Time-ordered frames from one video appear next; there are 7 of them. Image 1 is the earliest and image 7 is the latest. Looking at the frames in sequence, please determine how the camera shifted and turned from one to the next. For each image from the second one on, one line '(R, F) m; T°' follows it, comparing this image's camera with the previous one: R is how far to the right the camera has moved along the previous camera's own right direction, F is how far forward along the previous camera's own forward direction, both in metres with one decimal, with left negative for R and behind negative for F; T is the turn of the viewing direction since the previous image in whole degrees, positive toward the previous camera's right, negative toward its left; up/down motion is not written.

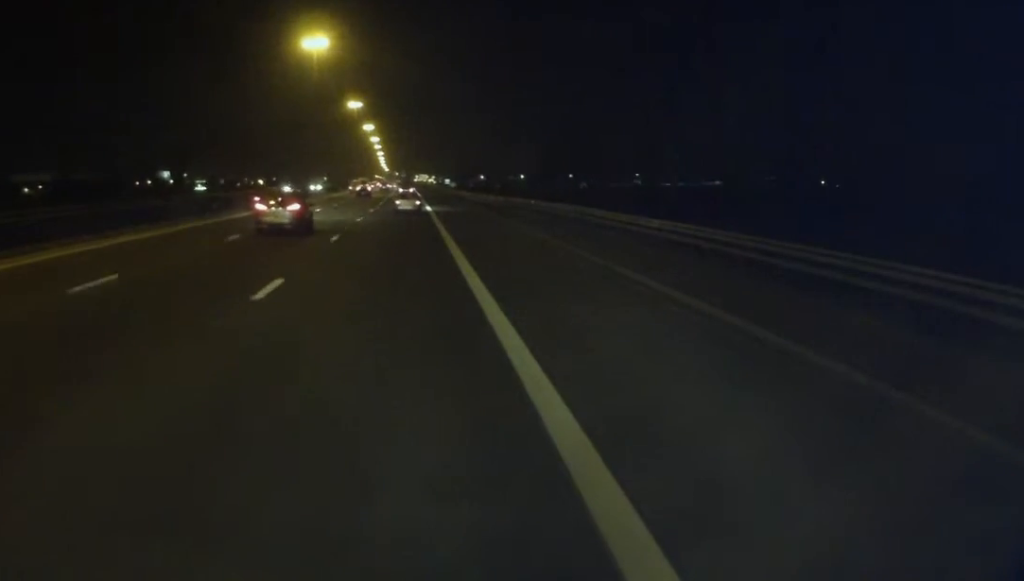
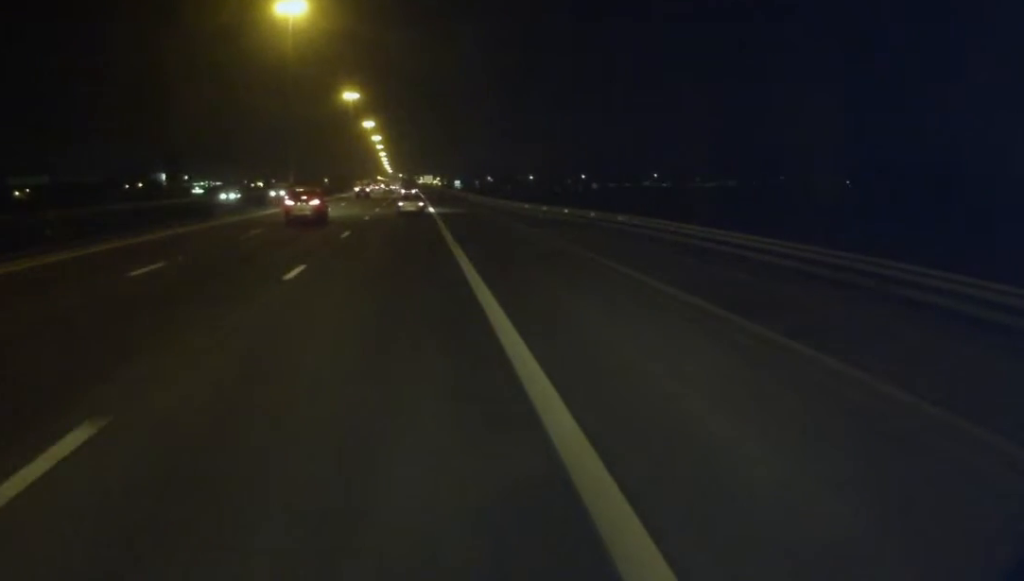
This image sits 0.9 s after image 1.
(+0.1, +22.0) m; 0°
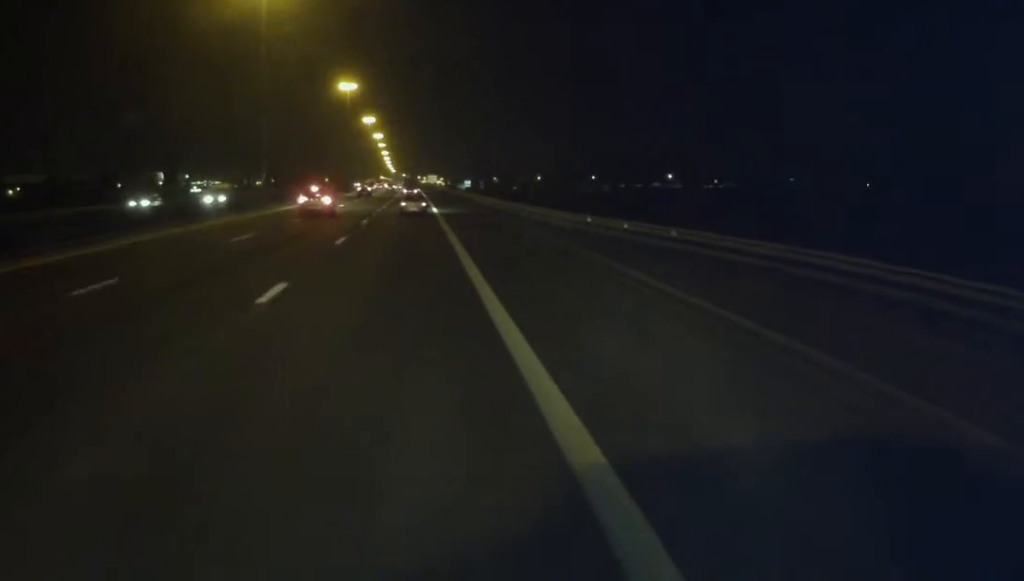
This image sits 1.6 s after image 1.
(0.0, +15.7) m; 0°
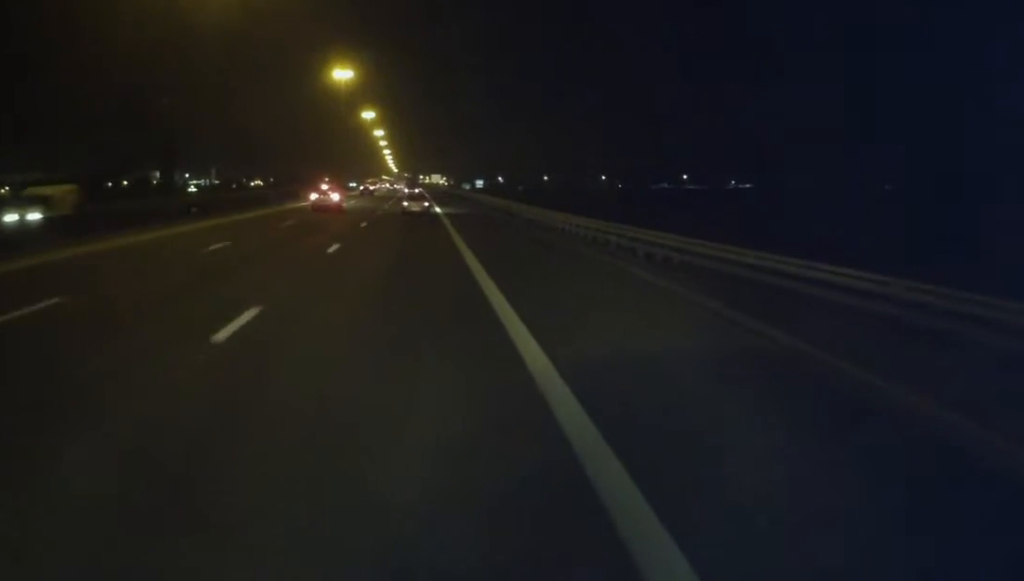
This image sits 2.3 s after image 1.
(+0.1, +15.7) m; -1°
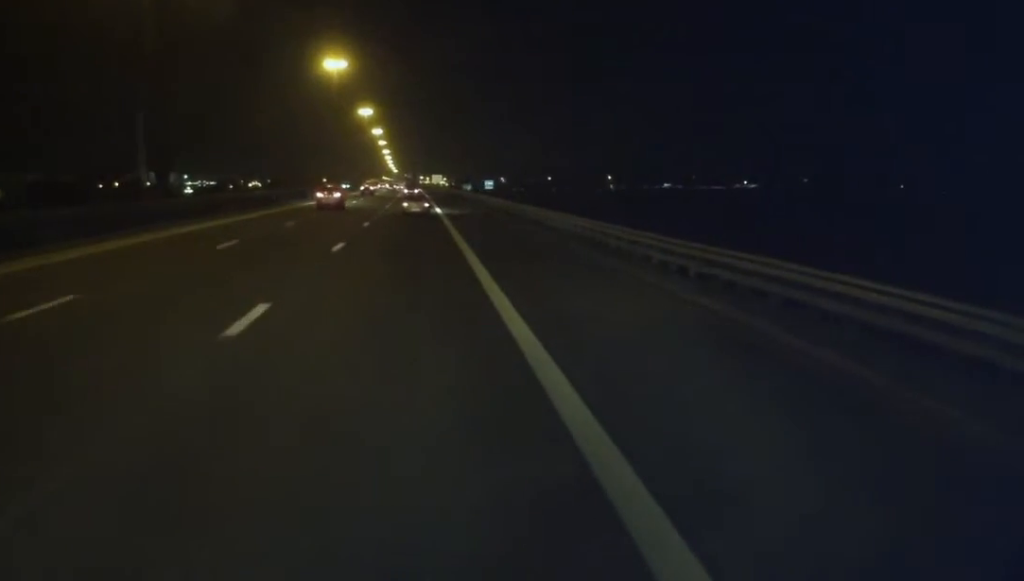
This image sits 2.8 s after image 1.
(-0.3, +11.8) m; 0°
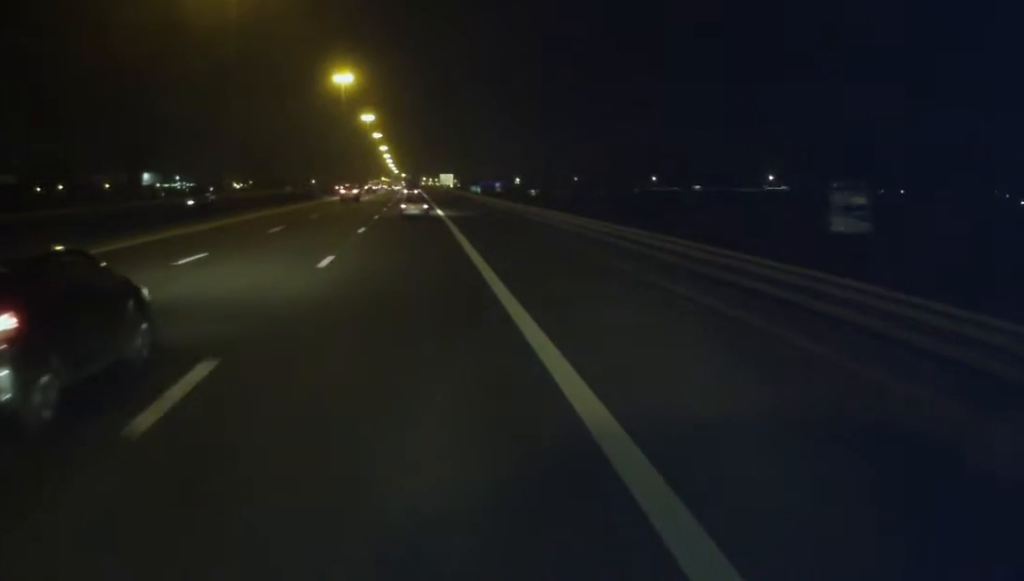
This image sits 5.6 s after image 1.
(+0.7, +66.4) m; 0°
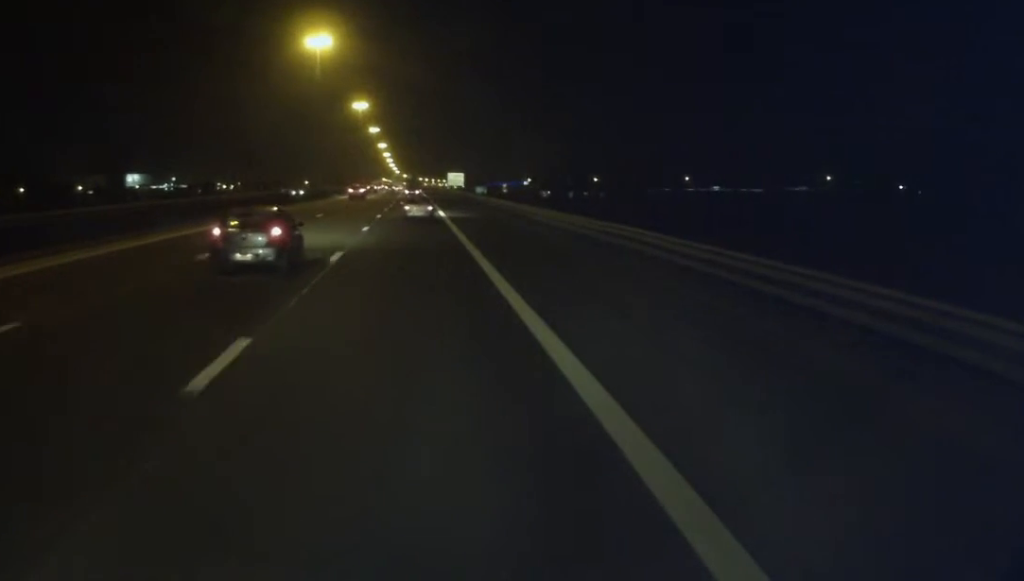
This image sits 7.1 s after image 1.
(-0.1, +35.8) m; +1°
